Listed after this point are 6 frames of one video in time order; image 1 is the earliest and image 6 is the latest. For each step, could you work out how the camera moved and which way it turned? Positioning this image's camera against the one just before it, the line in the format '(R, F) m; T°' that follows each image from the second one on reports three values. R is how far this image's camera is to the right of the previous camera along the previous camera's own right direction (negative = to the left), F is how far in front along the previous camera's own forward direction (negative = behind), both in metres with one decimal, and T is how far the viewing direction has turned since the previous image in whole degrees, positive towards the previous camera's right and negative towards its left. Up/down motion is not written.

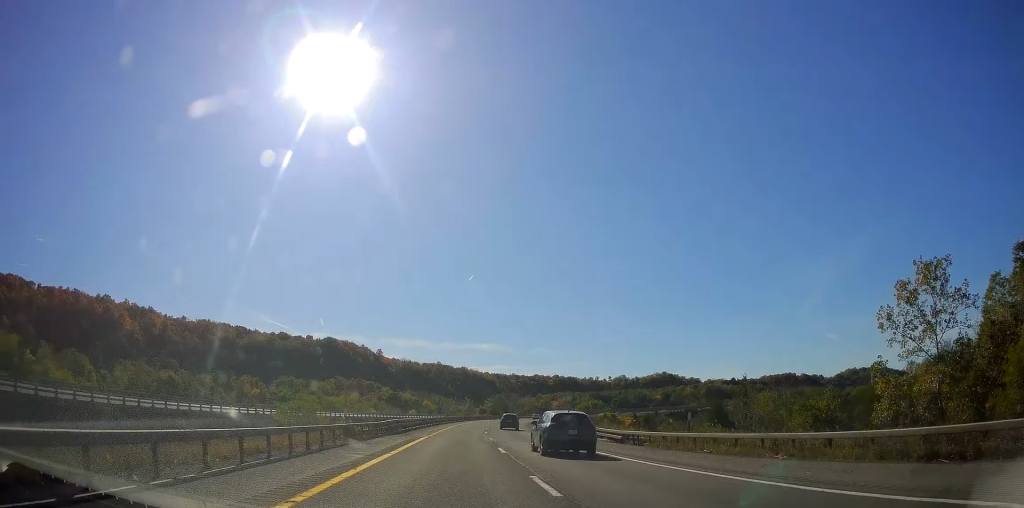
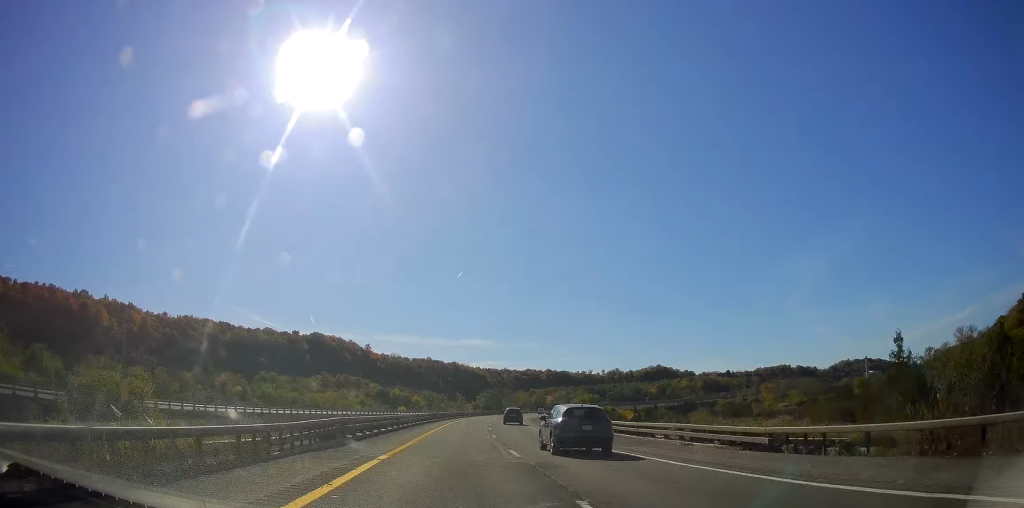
(-0.1, +16.6) m; +1°
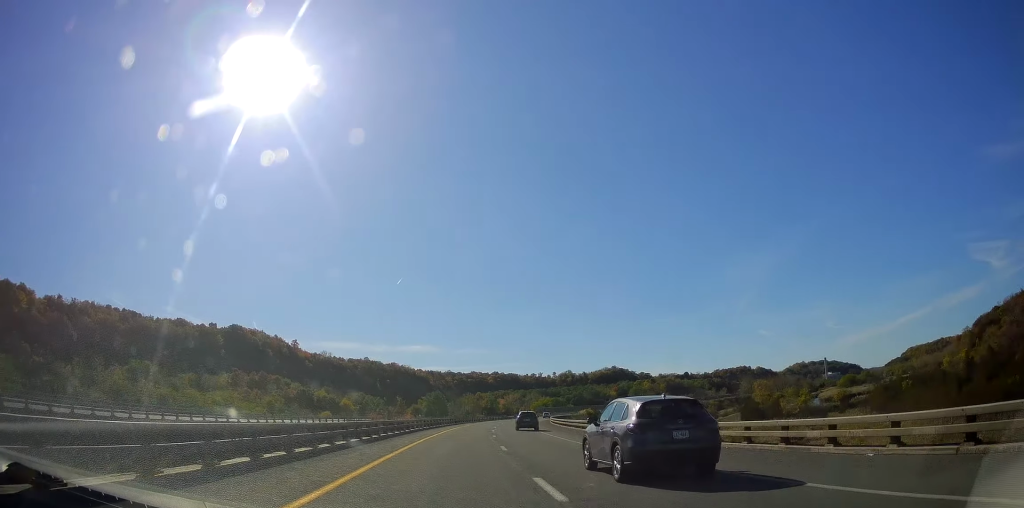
(+0.3, +70.7) m; +1°
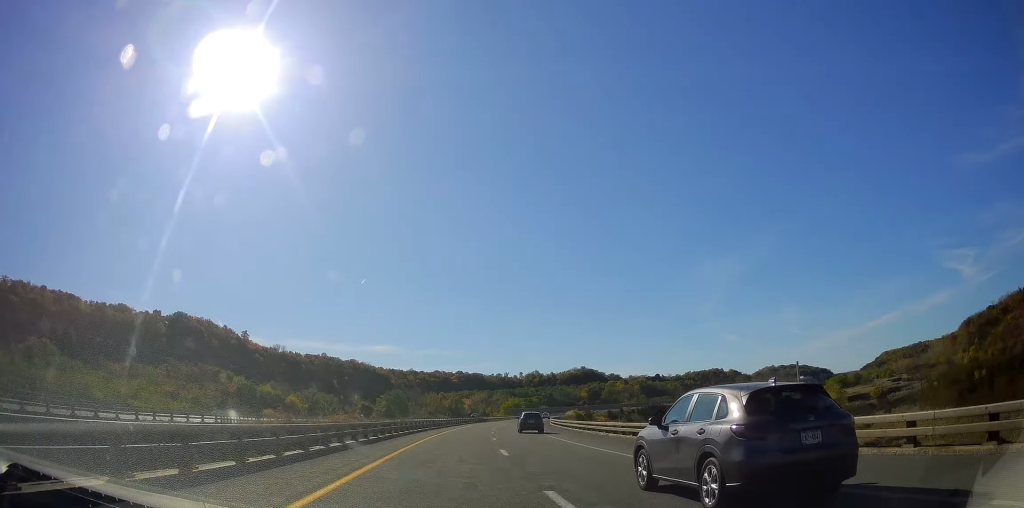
(+1.2, +39.2) m; +5°
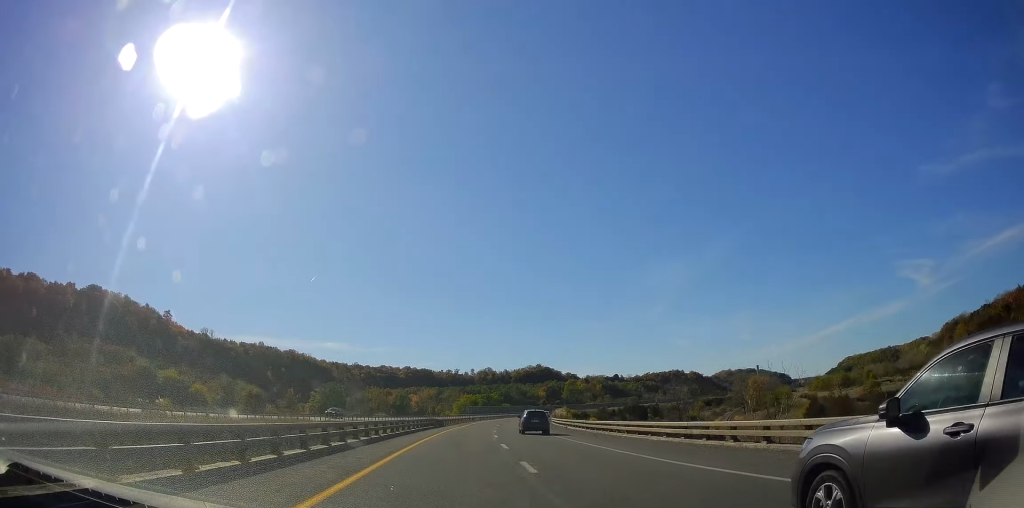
(+2.5, +55.7) m; +5°
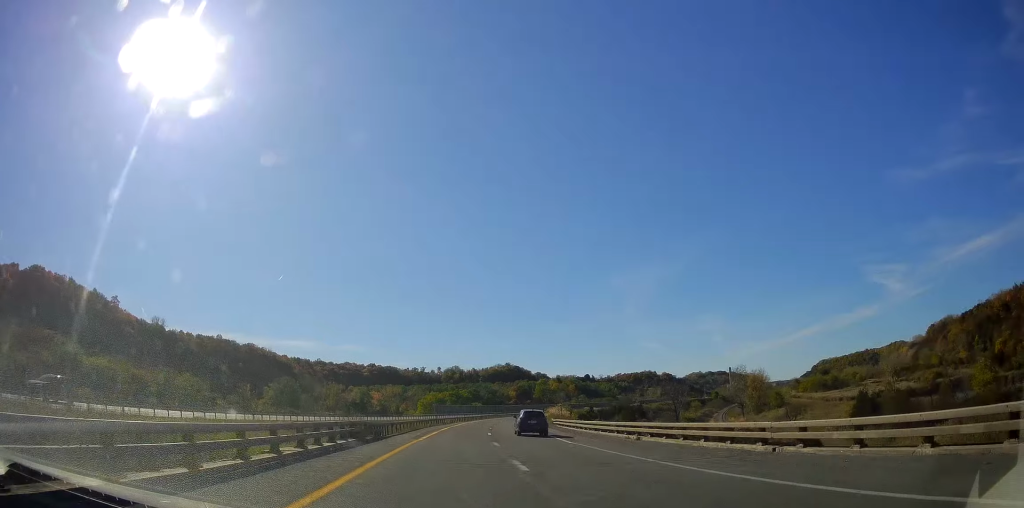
(+1.0, +31.2) m; +4°
